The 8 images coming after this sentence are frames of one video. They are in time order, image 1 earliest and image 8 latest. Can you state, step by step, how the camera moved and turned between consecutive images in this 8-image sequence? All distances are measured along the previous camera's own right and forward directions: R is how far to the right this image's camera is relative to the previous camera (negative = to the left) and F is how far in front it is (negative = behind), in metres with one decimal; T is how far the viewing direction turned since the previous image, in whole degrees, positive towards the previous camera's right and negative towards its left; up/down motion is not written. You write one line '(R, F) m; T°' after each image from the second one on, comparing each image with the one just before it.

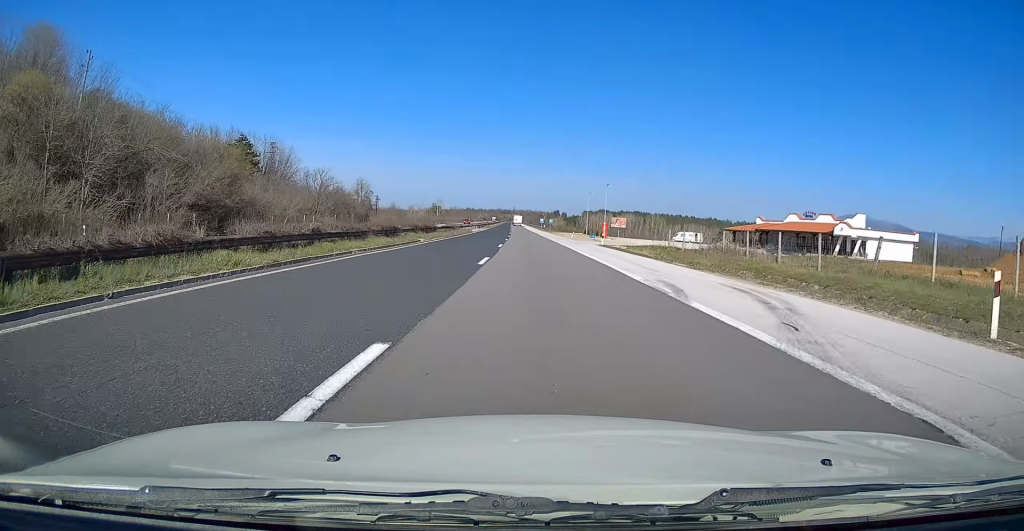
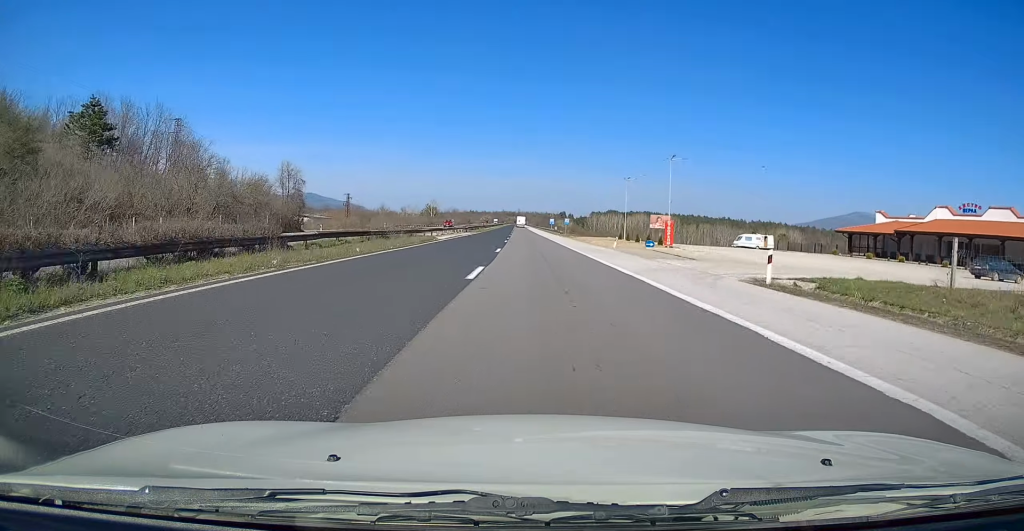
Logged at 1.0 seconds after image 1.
(-0.4, +34.3) m; -1°
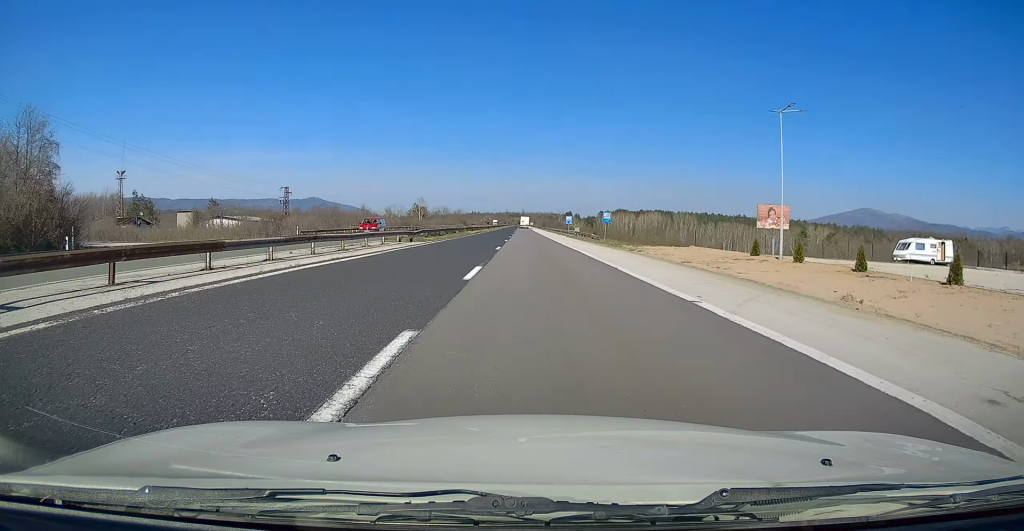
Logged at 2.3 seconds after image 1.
(0.0, +40.8) m; 0°
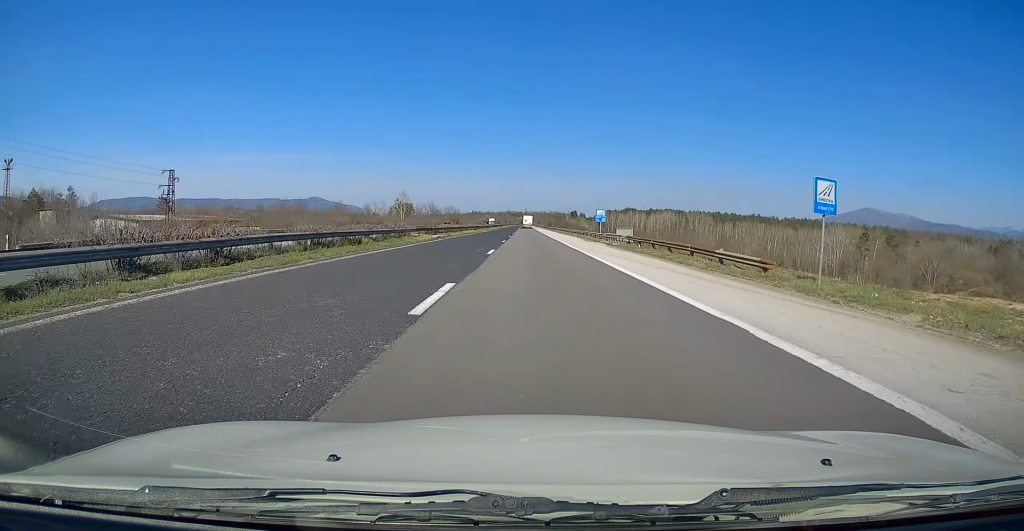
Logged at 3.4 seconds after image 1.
(-0.3, +37.6) m; 0°
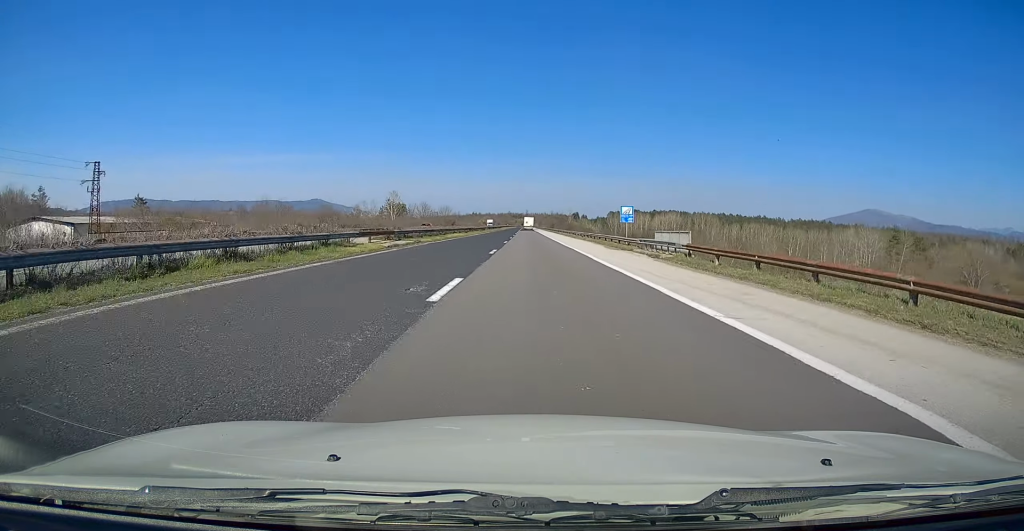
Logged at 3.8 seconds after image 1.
(-0.2, +14.4) m; 0°
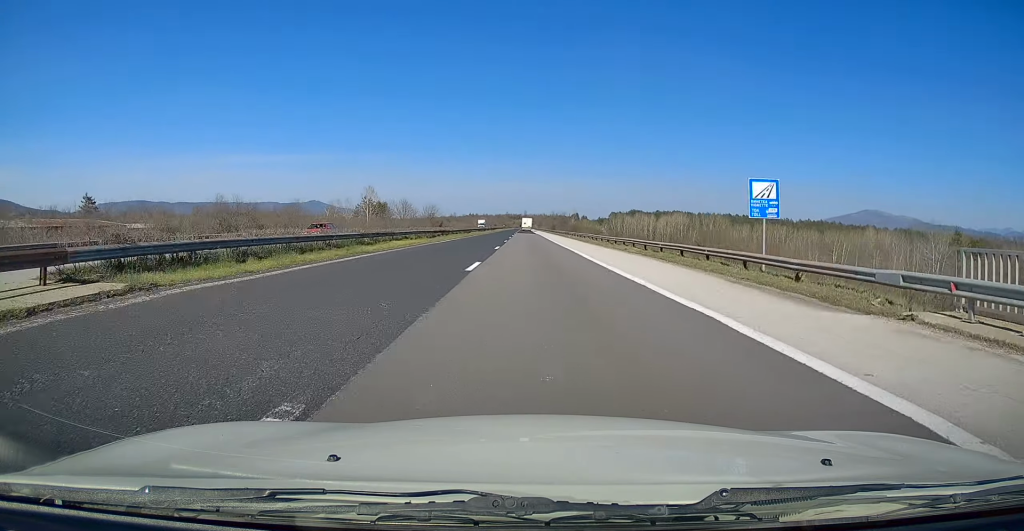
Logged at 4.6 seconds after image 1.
(+0.3, +25.5) m; 0°
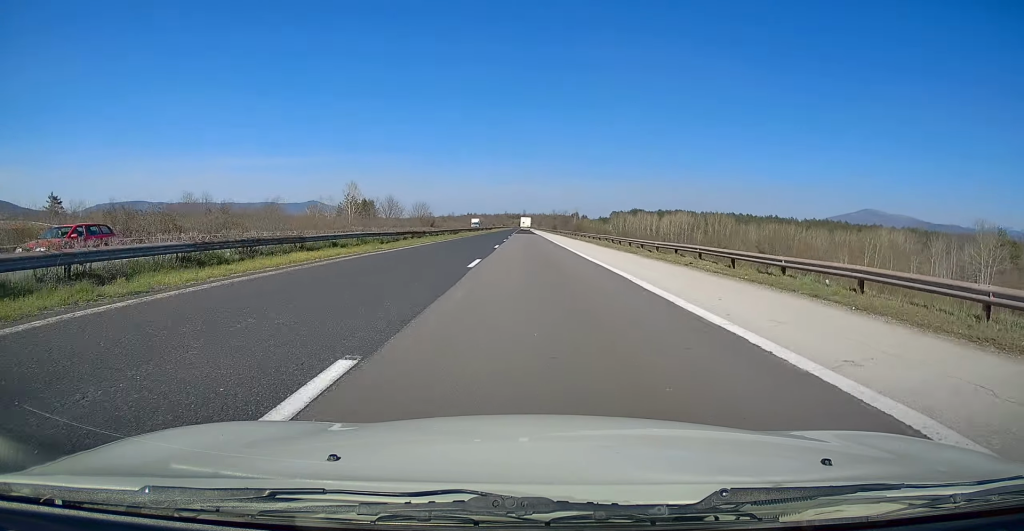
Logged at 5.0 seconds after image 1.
(0.0, +14.5) m; 0°
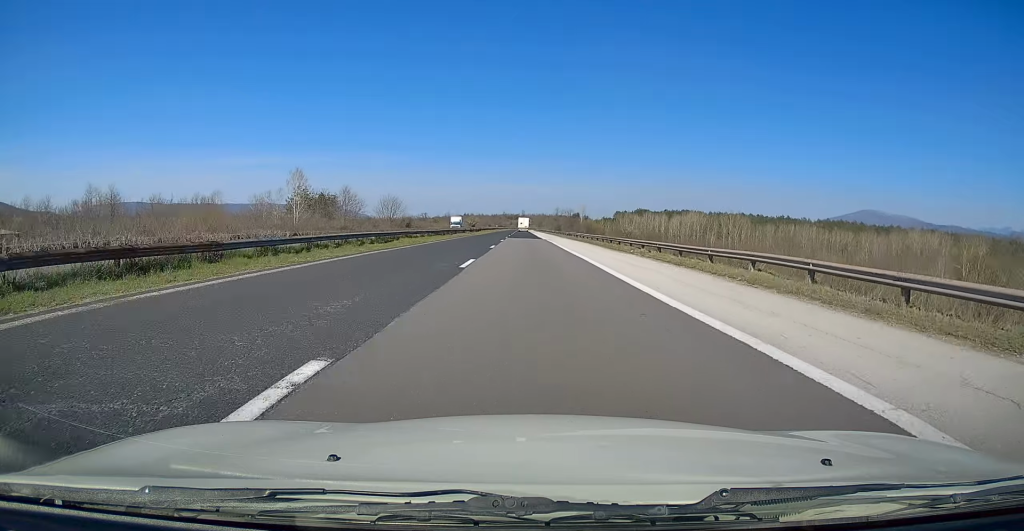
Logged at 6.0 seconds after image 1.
(-0.2, +32.2) m; 0°
